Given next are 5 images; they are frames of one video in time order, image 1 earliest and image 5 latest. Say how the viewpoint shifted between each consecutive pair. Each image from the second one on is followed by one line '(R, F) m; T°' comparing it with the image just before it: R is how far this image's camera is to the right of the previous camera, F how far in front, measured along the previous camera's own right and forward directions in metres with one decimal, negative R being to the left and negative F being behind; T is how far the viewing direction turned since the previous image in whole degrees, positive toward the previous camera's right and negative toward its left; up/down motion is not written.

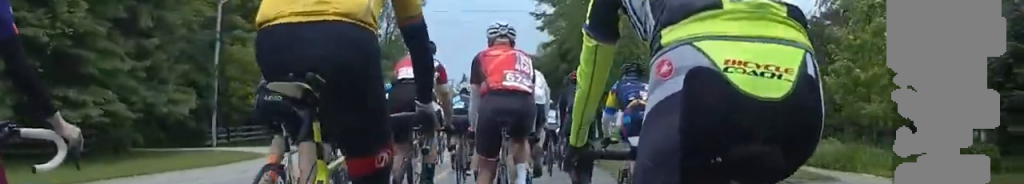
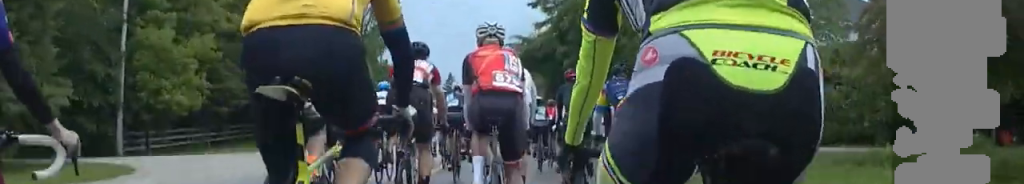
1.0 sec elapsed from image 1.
(+0.1, +7.2) m; +1°
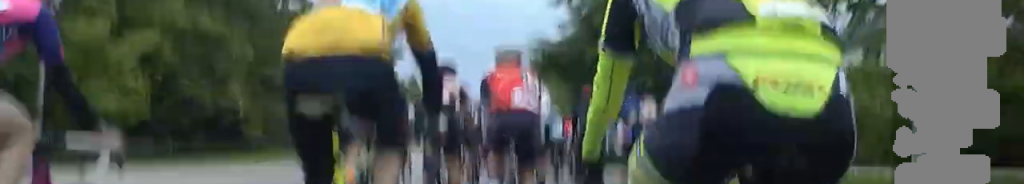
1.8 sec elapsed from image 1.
(-0.1, +5.7) m; -1°
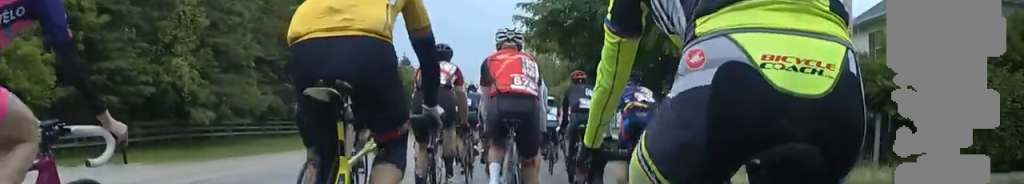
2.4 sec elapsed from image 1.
(+0.5, +4.3) m; -1°
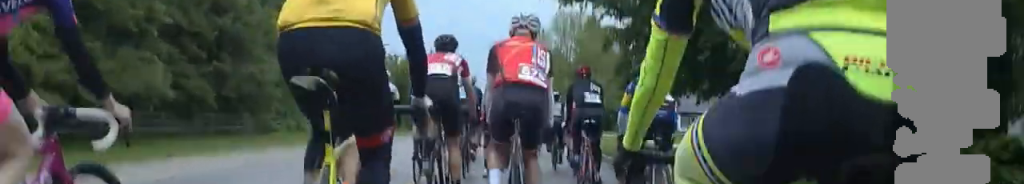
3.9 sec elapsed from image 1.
(-0.5, +9.5) m; 0°
